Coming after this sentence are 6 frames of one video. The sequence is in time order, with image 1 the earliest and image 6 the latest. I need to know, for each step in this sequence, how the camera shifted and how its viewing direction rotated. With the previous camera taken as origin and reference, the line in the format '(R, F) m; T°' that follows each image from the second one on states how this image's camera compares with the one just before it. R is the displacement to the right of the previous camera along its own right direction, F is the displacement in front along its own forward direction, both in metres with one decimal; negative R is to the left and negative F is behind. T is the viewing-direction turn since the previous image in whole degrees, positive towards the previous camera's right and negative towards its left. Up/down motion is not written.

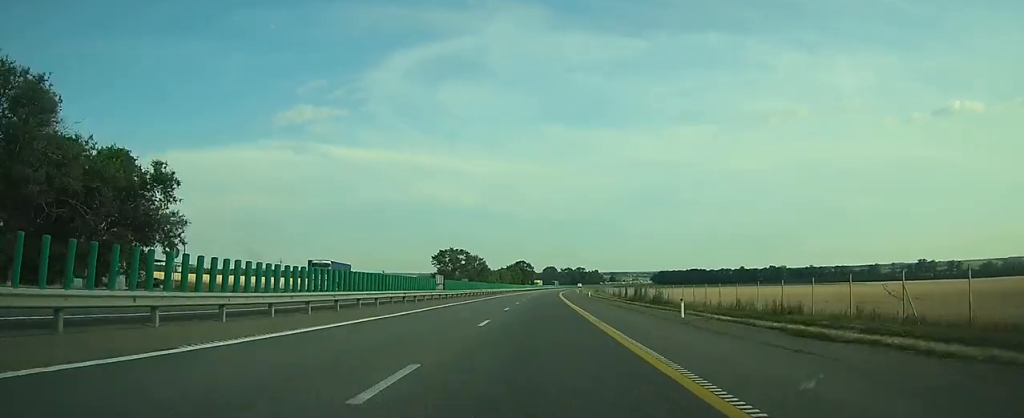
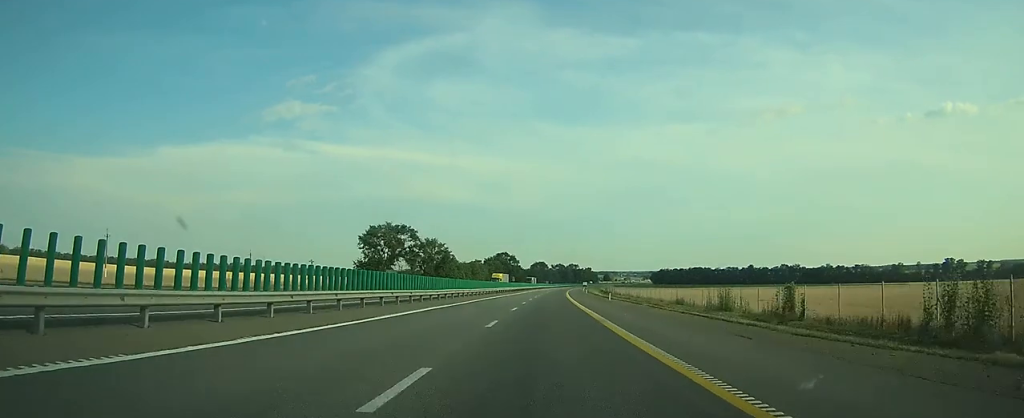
(+0.2, +73.0) m; +1°
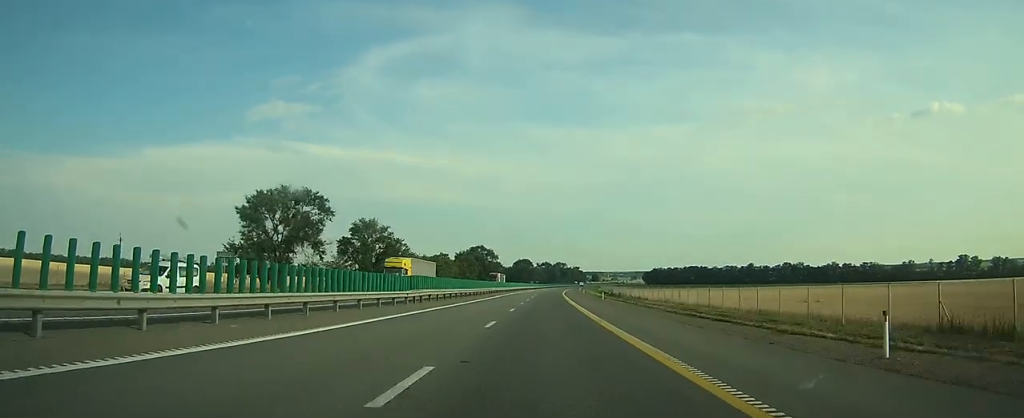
(+0.4, +48.1) m; +1°
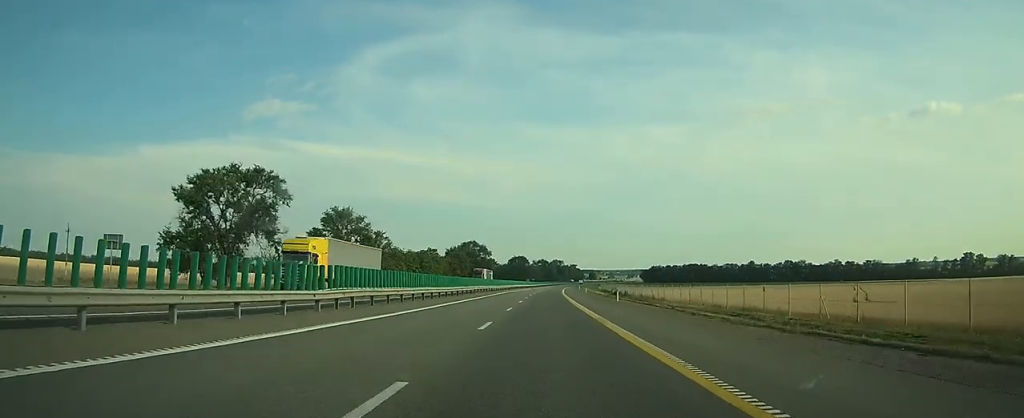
(0.0, +13.8) m; 0°
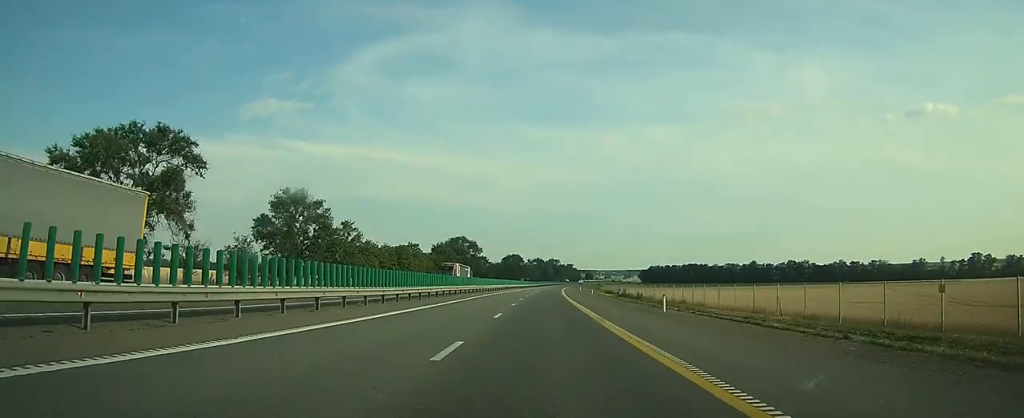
(+0.1, +18.8) m; +1°
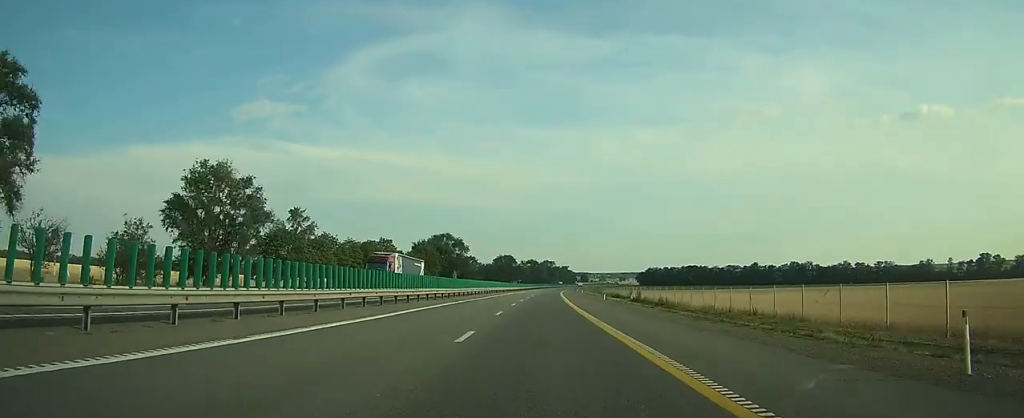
(+0.1, +20.8) m; +1°
